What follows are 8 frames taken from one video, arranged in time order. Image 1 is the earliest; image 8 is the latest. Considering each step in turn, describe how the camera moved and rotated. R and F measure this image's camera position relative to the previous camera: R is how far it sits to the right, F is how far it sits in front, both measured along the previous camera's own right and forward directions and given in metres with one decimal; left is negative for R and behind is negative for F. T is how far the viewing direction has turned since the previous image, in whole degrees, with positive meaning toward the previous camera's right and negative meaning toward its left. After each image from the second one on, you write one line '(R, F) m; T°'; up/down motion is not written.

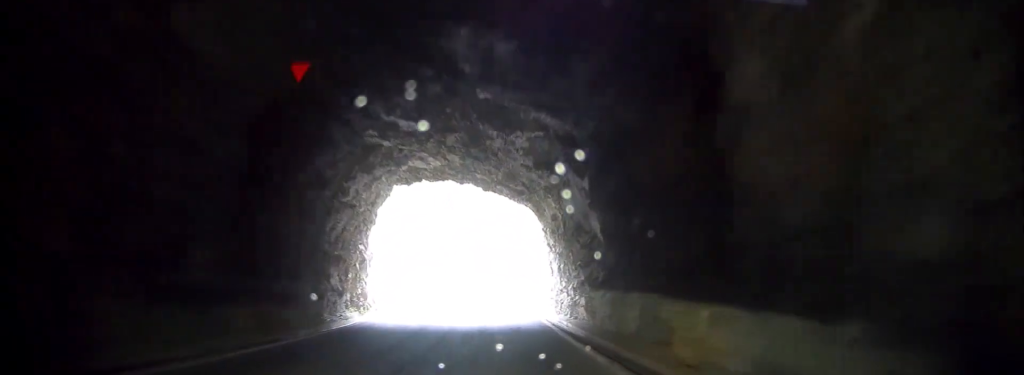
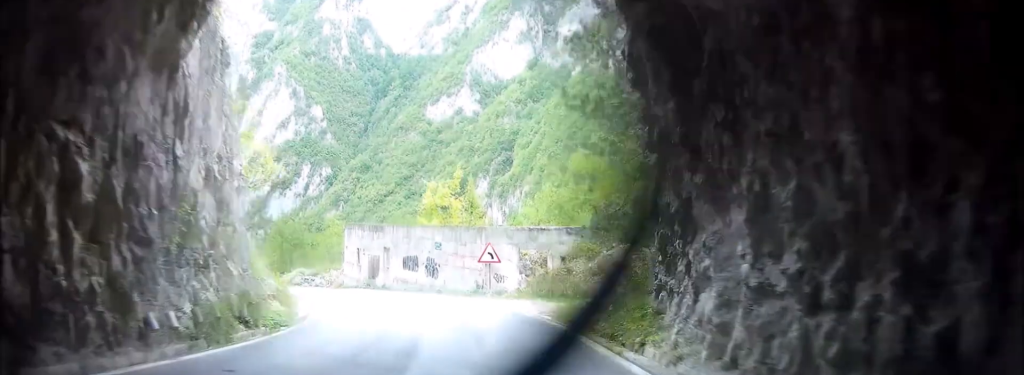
(+0.5, +19.4) m; 0°
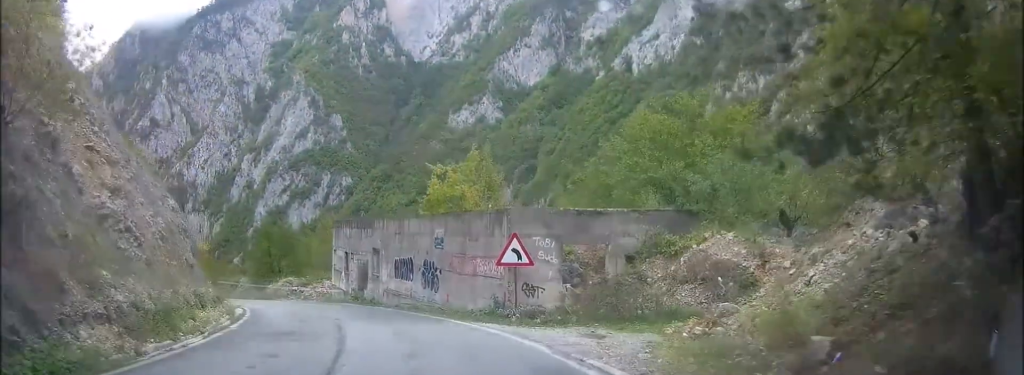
(-0.3, +11.8) m; -4°
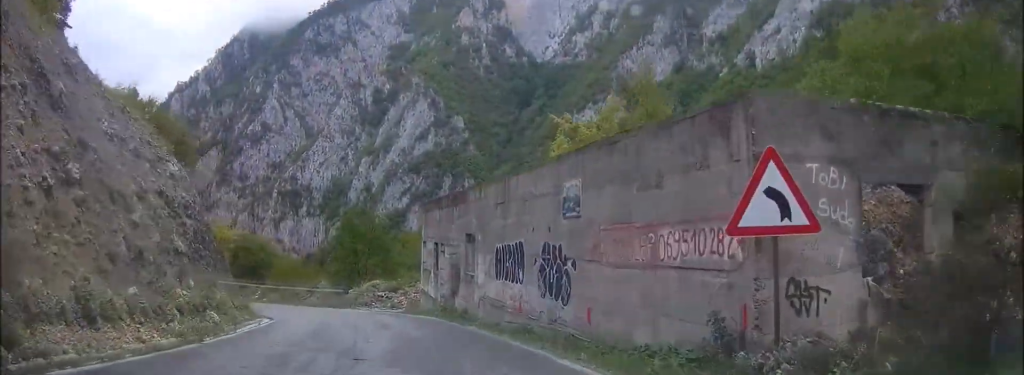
(-0.5, +12.0) m; -8°
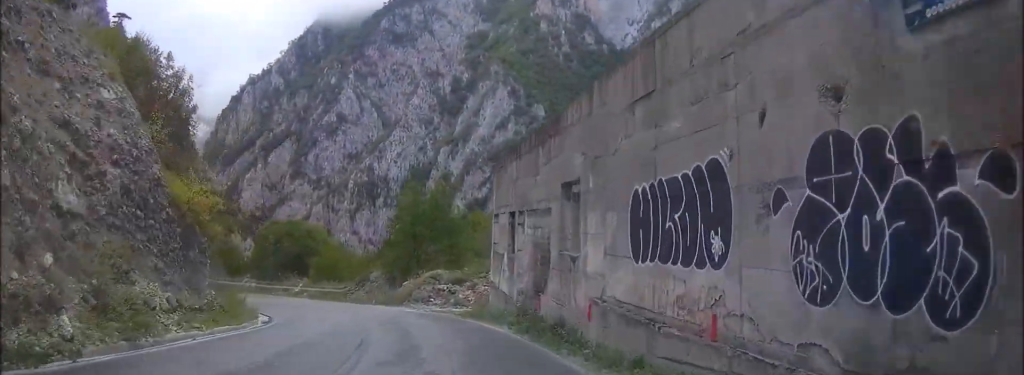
(-0.7, +9.5) m; -7°
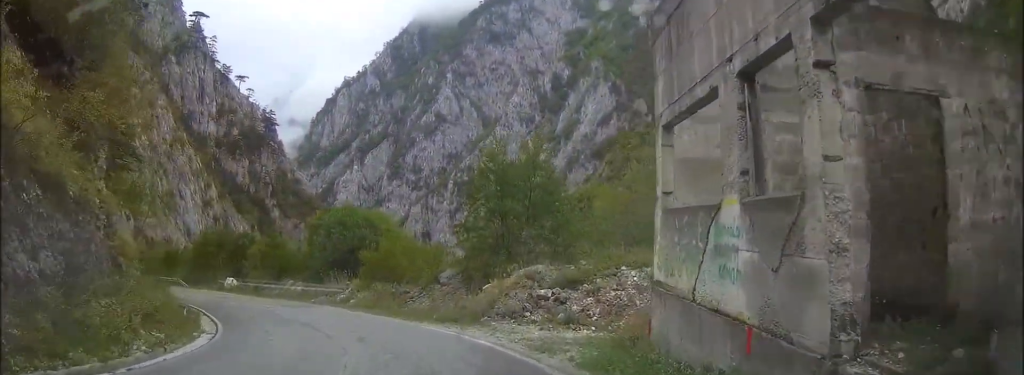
(-1.0, +13.6) m; -12°
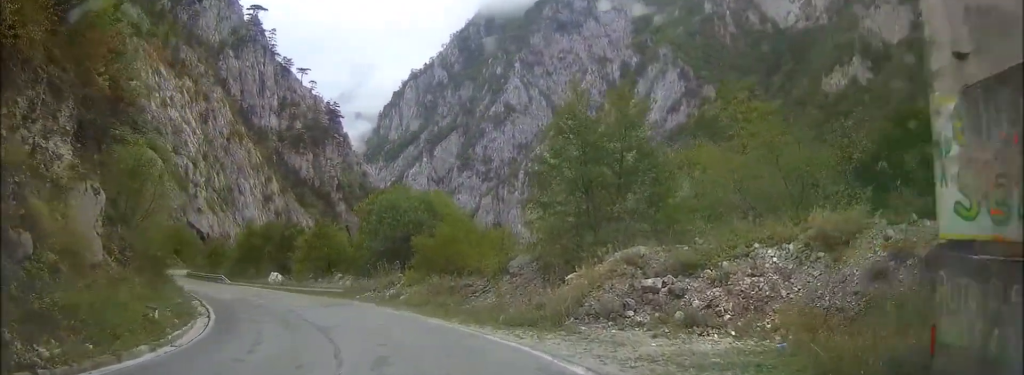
(-0.6, +6.1) m; -5°
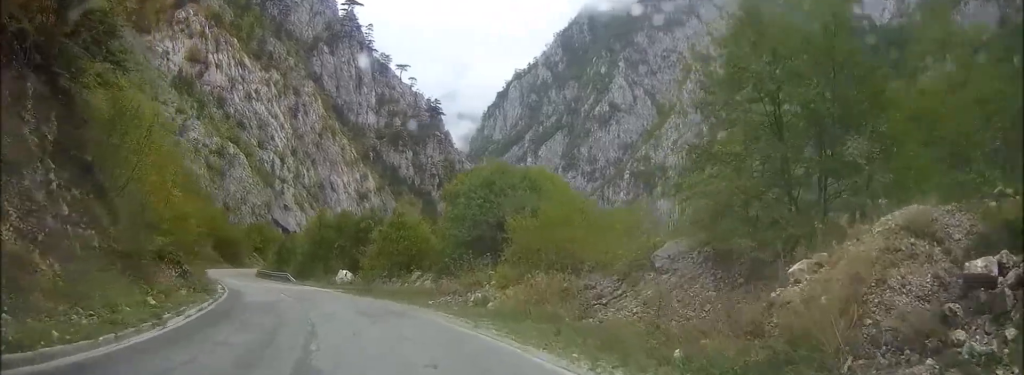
(-0.7, +9.0) m; -6°
